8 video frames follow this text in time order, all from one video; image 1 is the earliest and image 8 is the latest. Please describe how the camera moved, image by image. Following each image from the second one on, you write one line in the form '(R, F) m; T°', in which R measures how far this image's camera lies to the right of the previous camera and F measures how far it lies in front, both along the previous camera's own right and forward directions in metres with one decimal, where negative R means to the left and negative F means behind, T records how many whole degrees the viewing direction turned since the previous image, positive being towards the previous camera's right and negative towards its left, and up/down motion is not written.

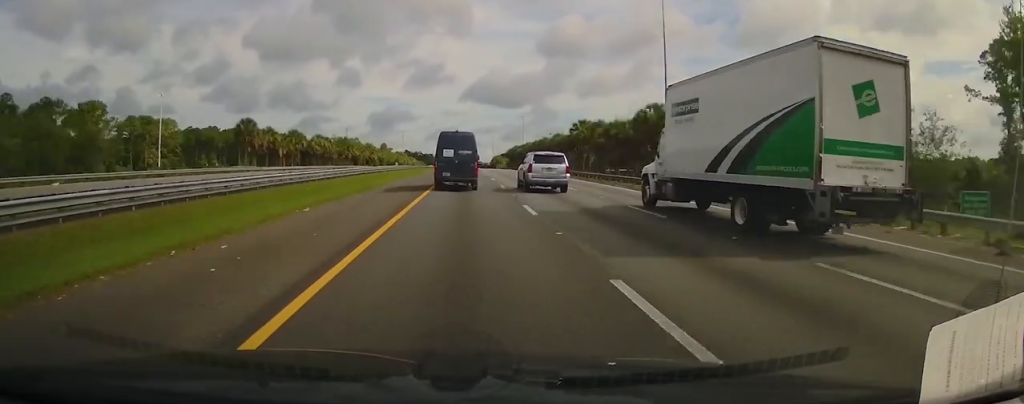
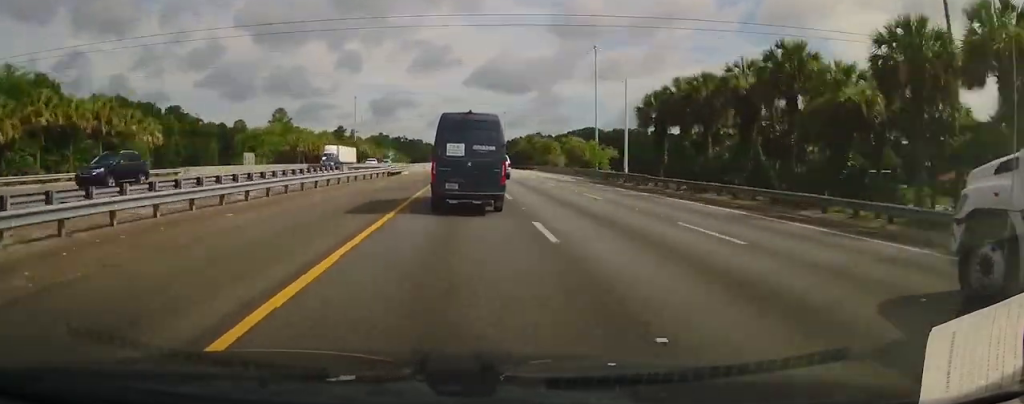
(-1.2, +160.7) m; 0°
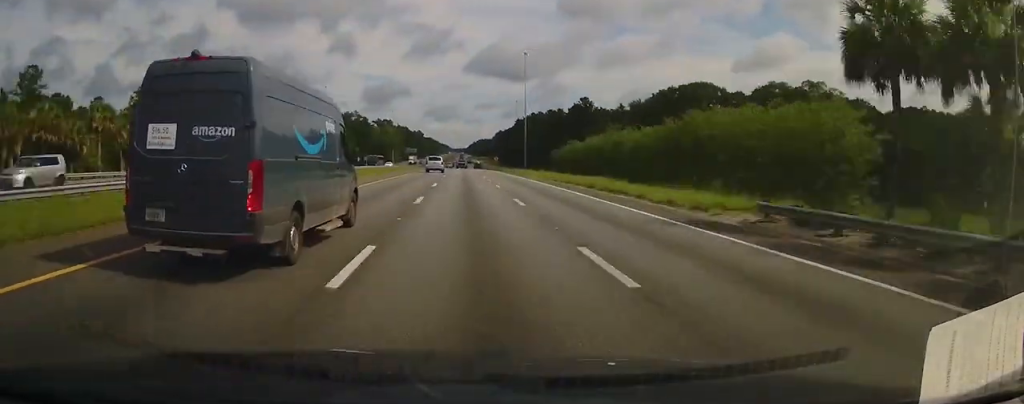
(+0.5, +177.8) m; 0°
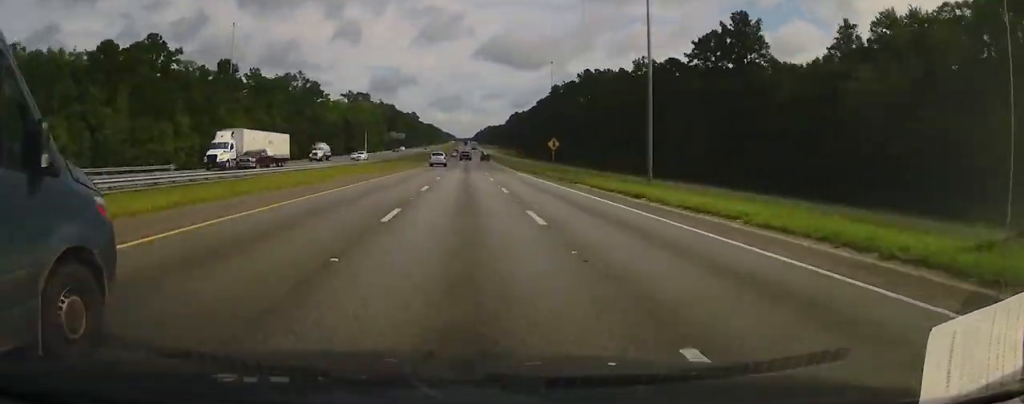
(-1.3, +112.6) m; -1°
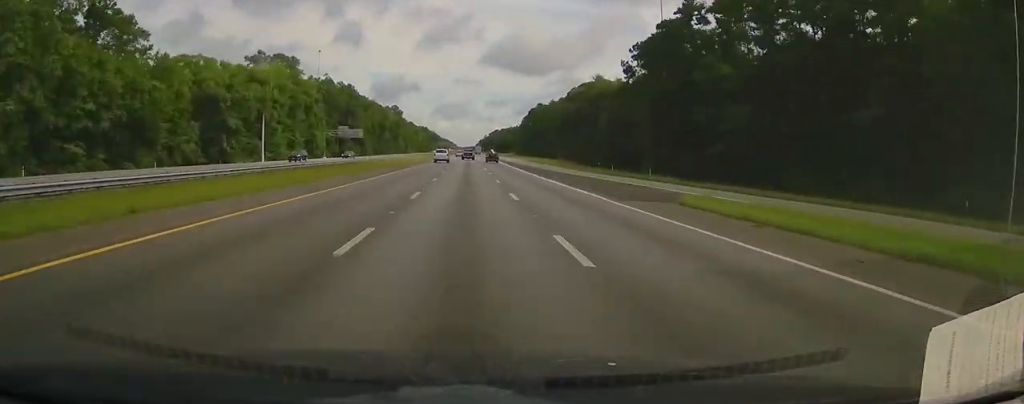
(-0.3, +123.6) m; 0°
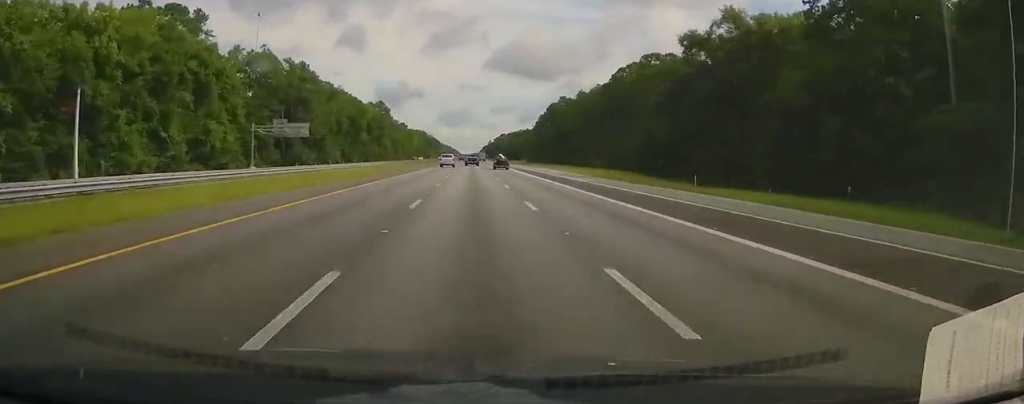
(0.0, +61.9) m; 0°
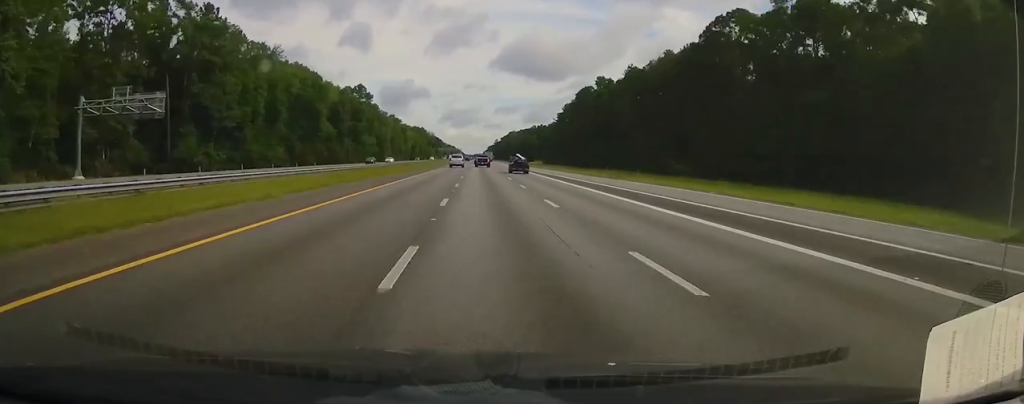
(+0.2, +57.4) m; 0°
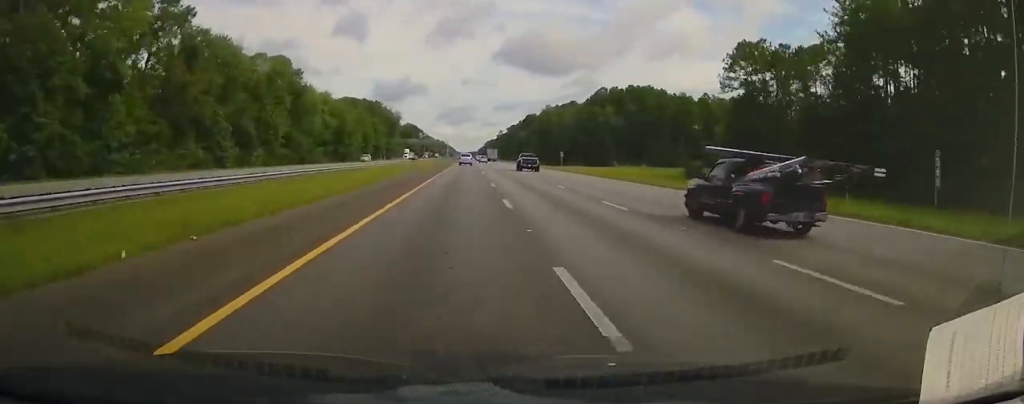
(+1.2, +190.1) m; +1°
